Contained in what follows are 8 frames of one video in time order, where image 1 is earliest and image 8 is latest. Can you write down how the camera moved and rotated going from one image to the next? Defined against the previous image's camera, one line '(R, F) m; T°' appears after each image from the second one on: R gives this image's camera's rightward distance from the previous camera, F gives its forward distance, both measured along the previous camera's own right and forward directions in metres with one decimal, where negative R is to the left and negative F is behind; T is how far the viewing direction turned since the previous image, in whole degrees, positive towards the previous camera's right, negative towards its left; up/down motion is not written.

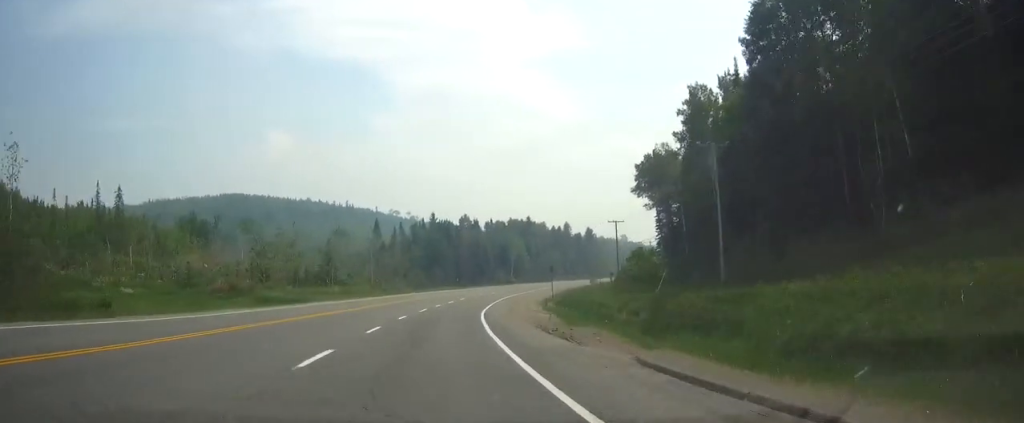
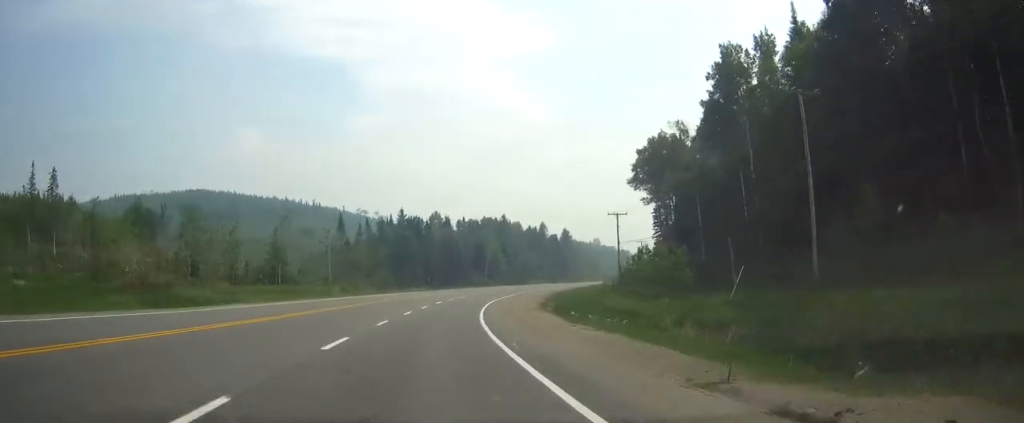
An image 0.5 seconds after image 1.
(+1.1, +15.3) m; +3°
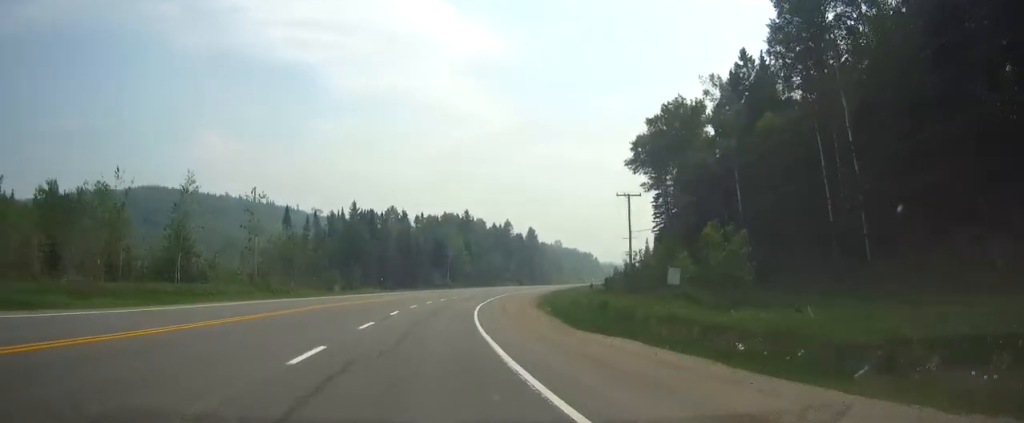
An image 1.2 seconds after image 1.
(+0.2, +20.4) m; +1°
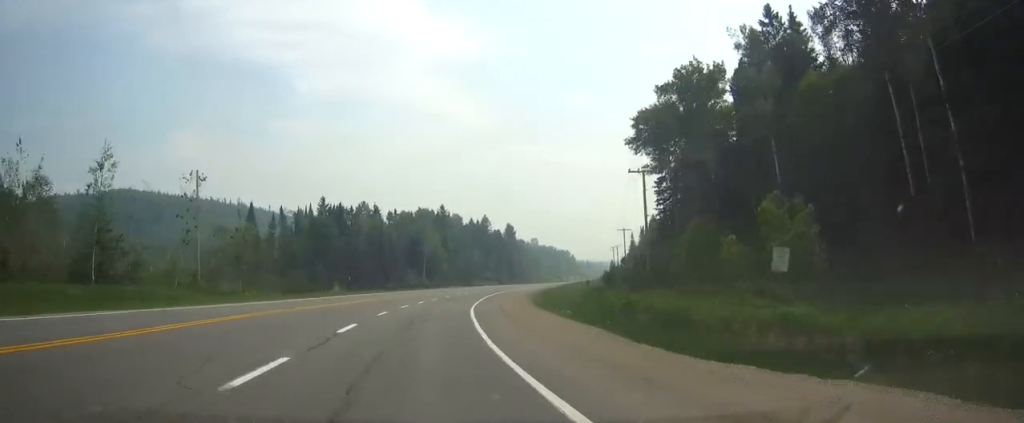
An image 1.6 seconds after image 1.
(0.0, +11.6) m; 0°
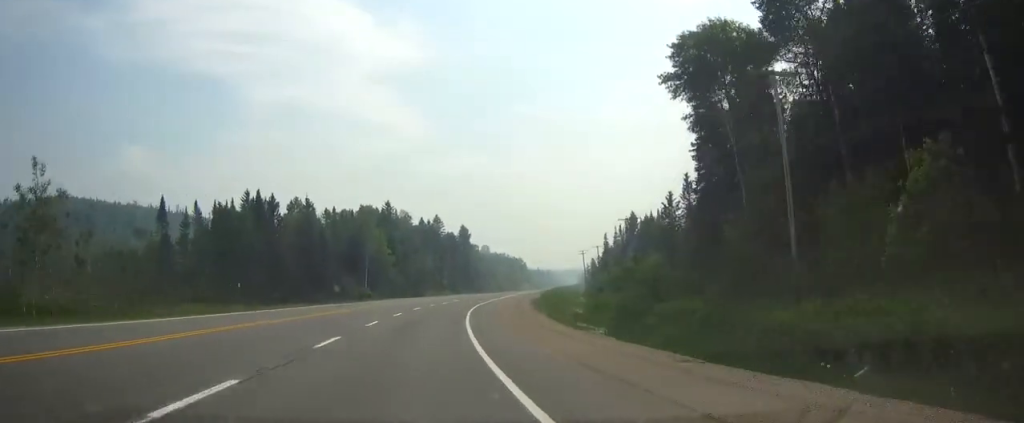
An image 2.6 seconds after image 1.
(0.0, +28.4) m; +5°
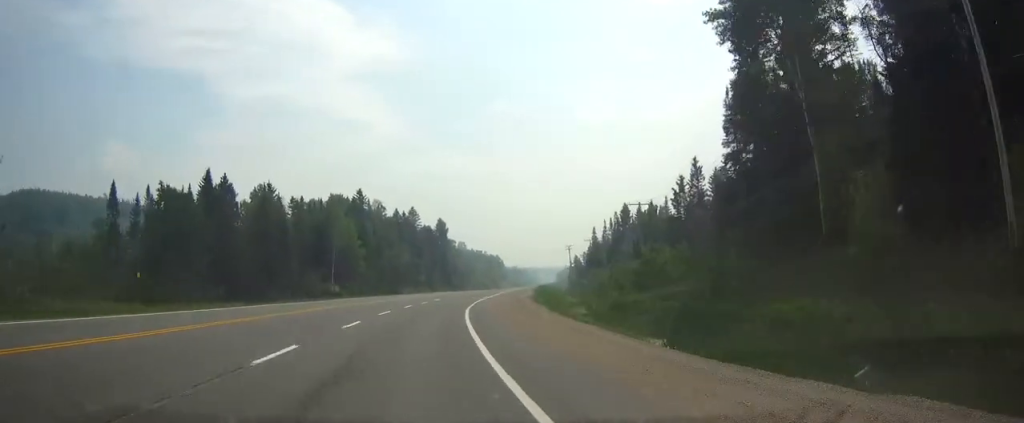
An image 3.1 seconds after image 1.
(+1.2, +13.8) m; +4°
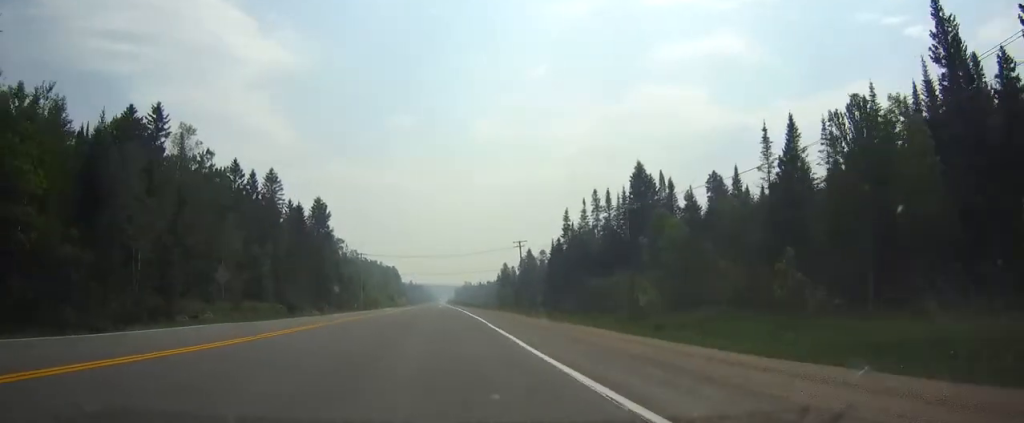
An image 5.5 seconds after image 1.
(+9.0, +72.7) m; +12°
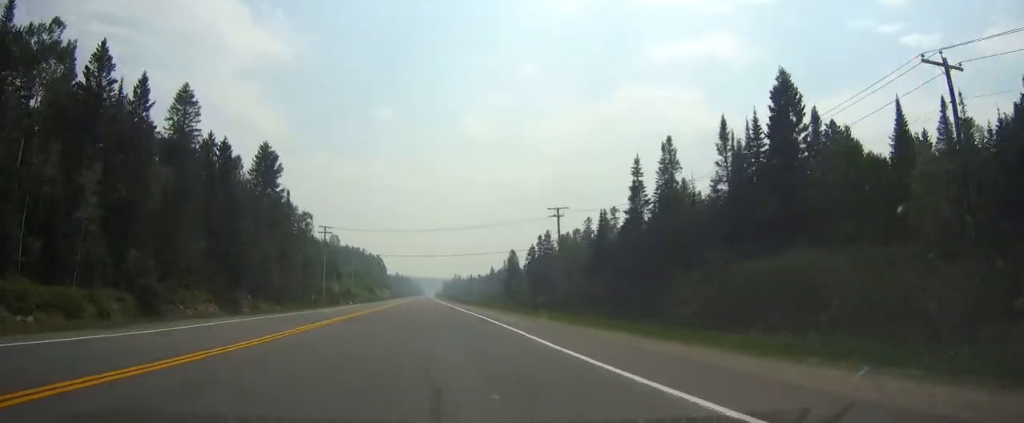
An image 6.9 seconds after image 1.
(+1.3, +41.6) m; +2°
